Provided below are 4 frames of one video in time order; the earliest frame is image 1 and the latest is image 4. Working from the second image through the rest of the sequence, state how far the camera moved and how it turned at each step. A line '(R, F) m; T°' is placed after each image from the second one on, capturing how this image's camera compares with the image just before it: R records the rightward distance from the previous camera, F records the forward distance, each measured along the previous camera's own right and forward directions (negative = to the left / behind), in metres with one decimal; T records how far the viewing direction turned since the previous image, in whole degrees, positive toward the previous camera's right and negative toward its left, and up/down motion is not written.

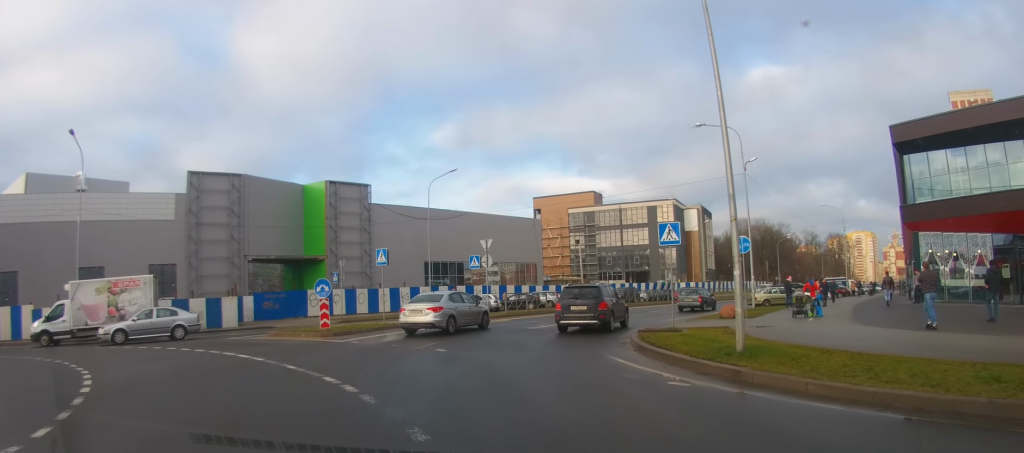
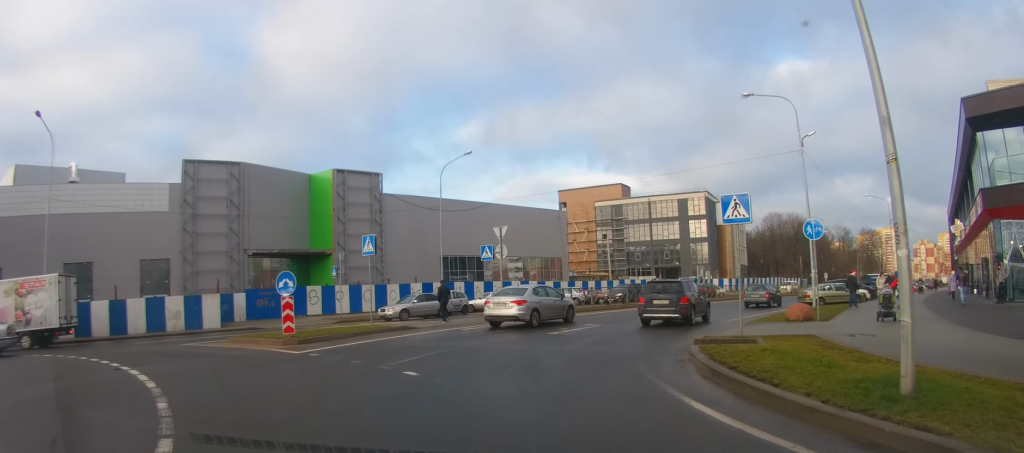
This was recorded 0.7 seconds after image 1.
(-0.3, +4.5) m; -4°
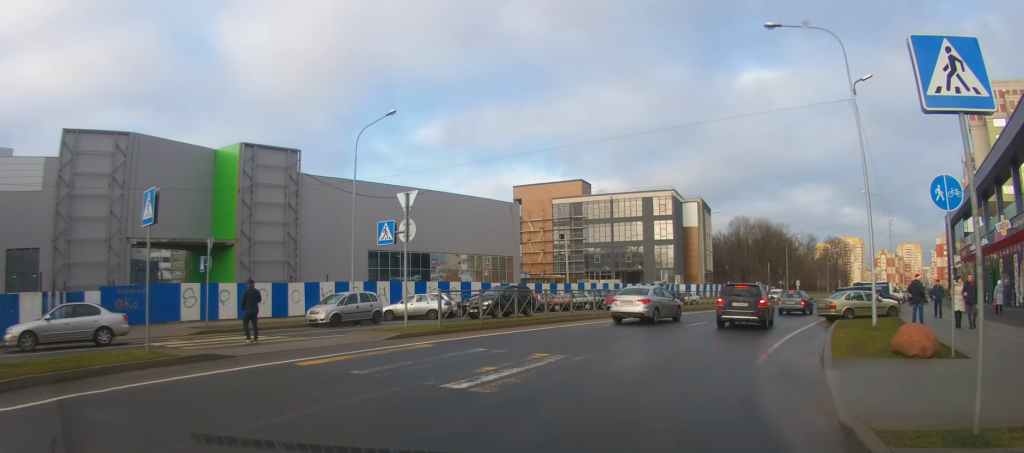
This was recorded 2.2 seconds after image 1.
(+0.4, +9.1) m; +11°
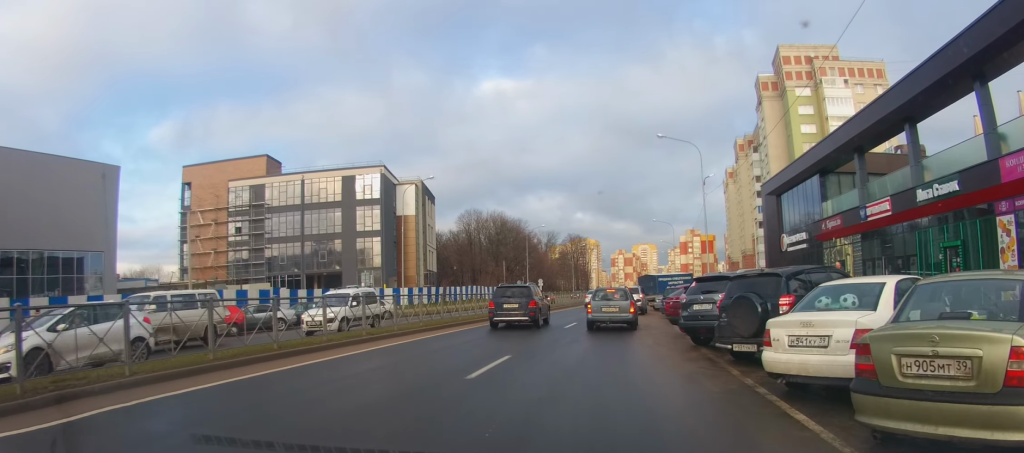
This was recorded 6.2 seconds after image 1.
(+6.1, +20.0) m; +28°
